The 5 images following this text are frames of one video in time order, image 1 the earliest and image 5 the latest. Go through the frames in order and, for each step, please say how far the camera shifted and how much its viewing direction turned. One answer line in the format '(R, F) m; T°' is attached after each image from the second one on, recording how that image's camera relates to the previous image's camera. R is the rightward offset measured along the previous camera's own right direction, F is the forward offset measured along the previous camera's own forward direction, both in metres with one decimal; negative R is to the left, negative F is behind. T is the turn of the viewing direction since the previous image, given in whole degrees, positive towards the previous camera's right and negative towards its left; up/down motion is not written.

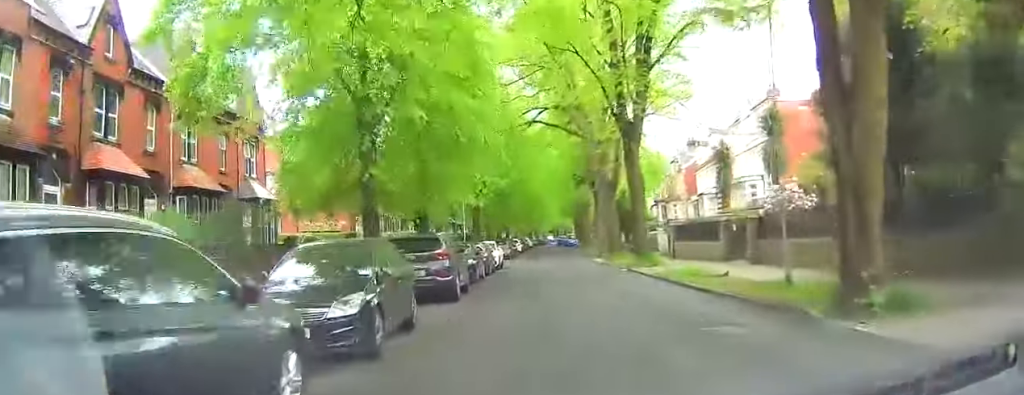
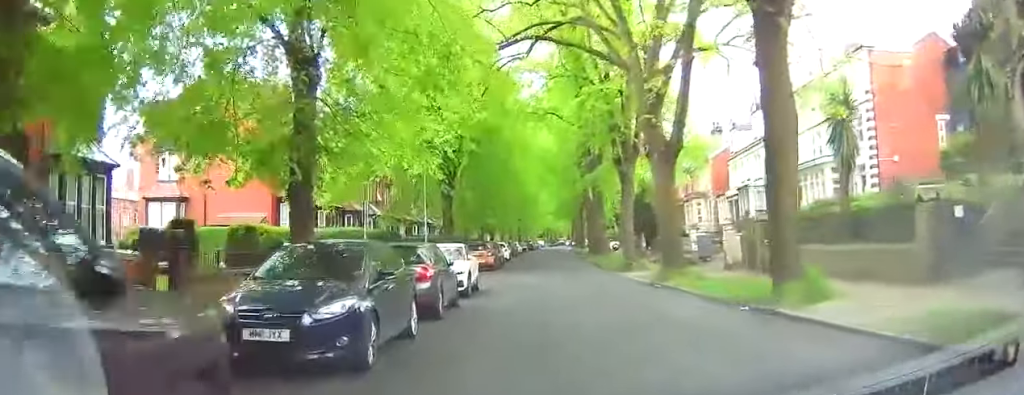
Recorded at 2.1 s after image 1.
(-0.6, +17.7) m; -2°
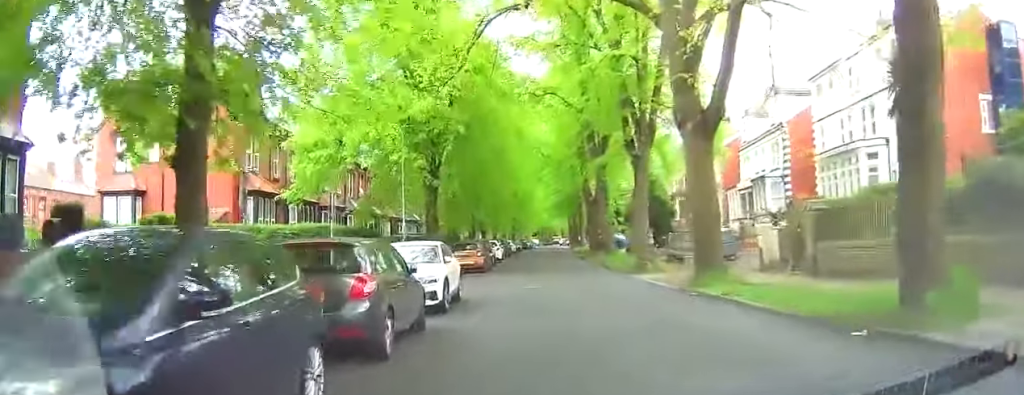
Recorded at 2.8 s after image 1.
(+0.1, +4.8) m; +3°
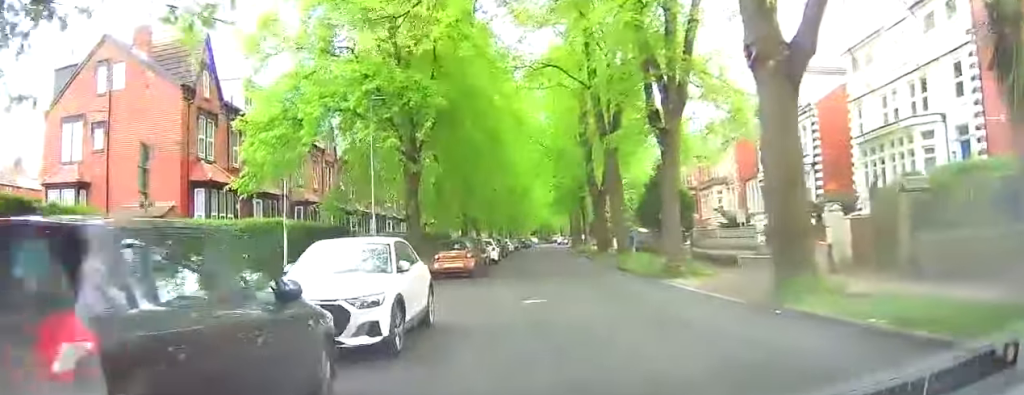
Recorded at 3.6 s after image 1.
(+0.4, +5.2) m; +2°
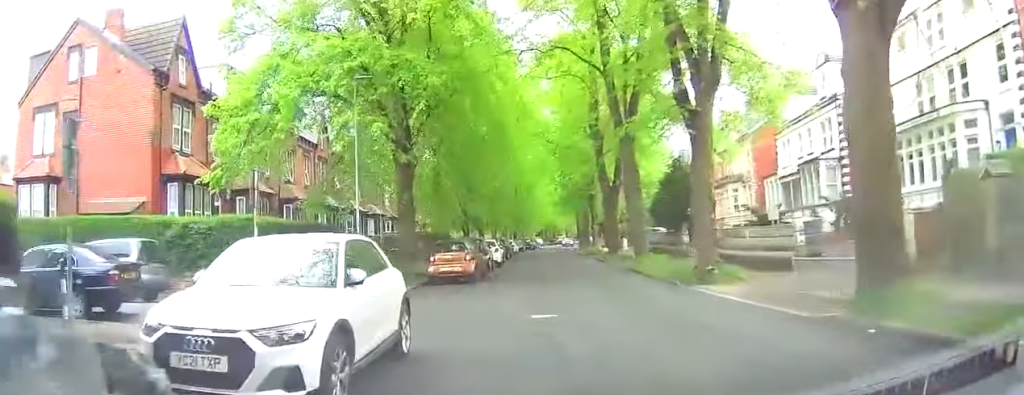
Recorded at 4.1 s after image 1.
(-0.3, +2.6) m; +1°
